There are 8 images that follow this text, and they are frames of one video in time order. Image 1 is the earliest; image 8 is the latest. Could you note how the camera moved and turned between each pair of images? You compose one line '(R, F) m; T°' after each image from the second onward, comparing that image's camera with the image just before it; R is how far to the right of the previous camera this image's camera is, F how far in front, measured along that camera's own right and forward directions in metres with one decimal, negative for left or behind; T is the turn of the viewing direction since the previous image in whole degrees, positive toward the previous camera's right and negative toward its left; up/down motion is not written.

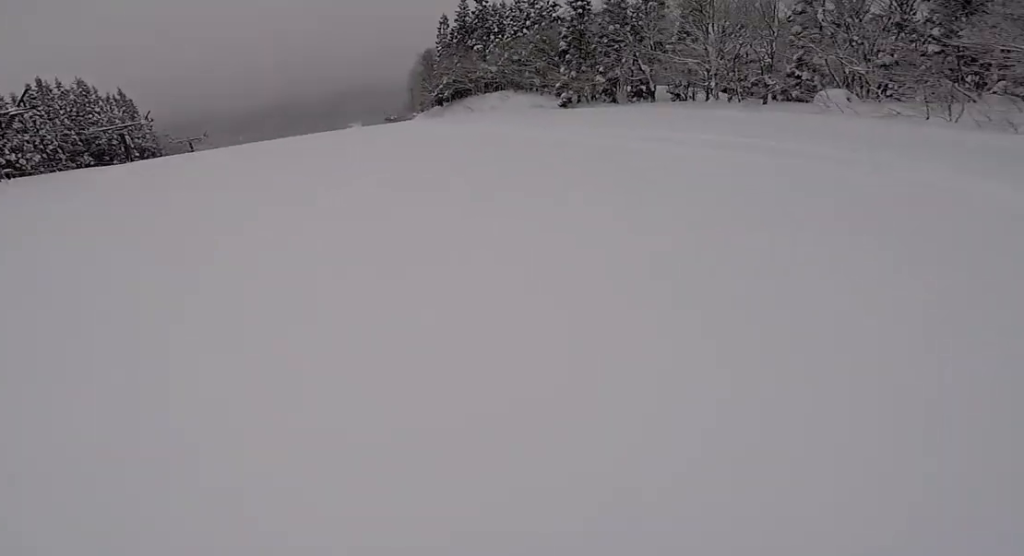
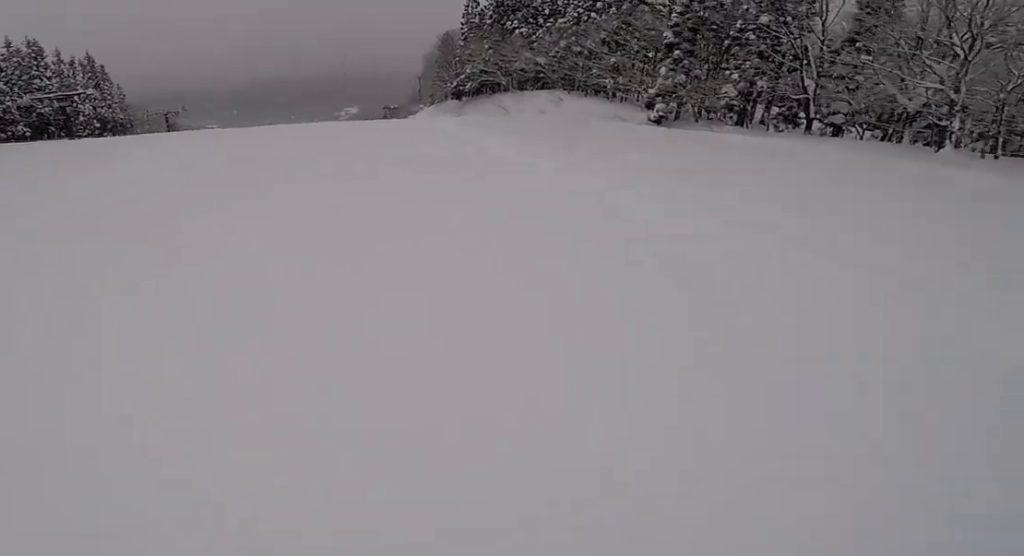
(+2.6, +15.8) m; +4°
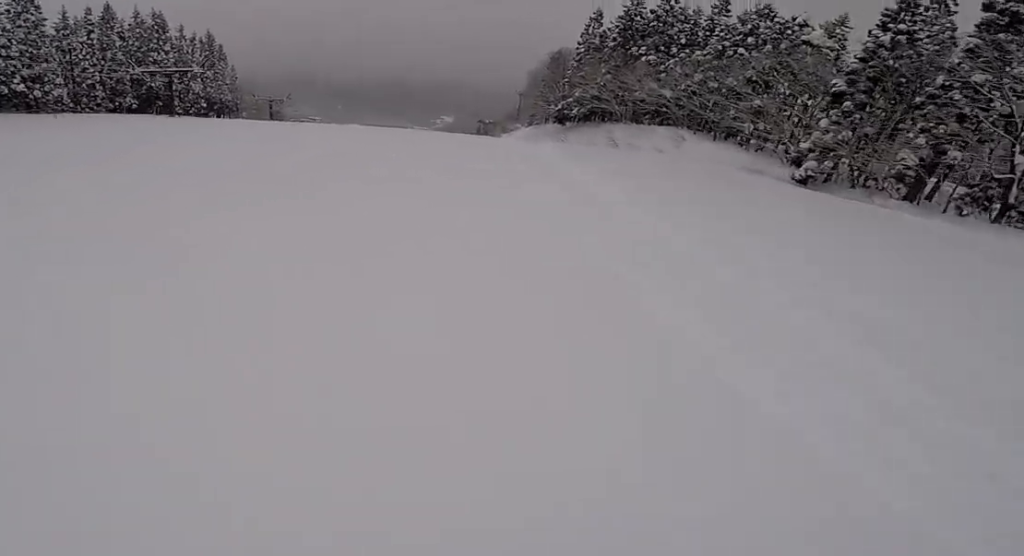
(+0.5, +3.8) m; -5°
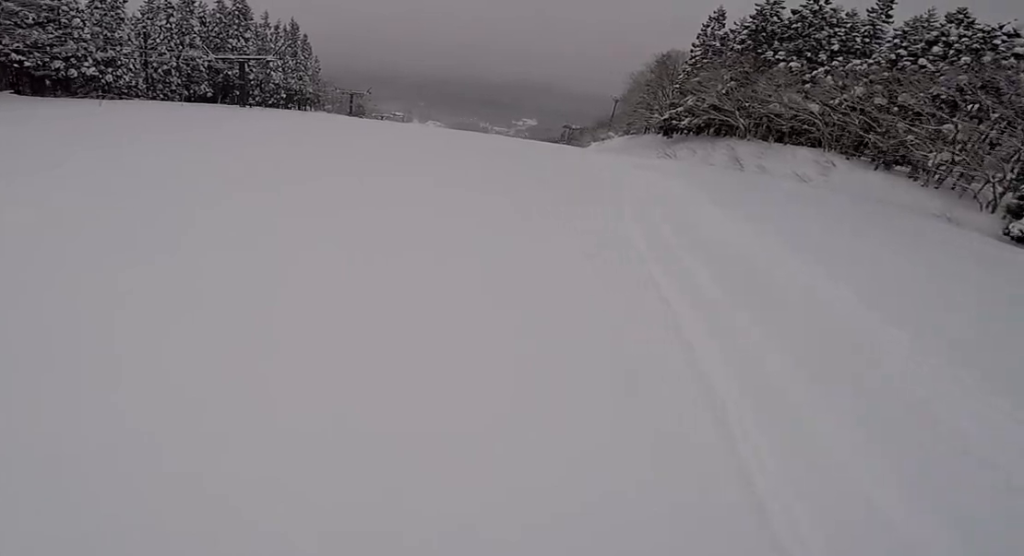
(-2.0, +6.1) m; -5°
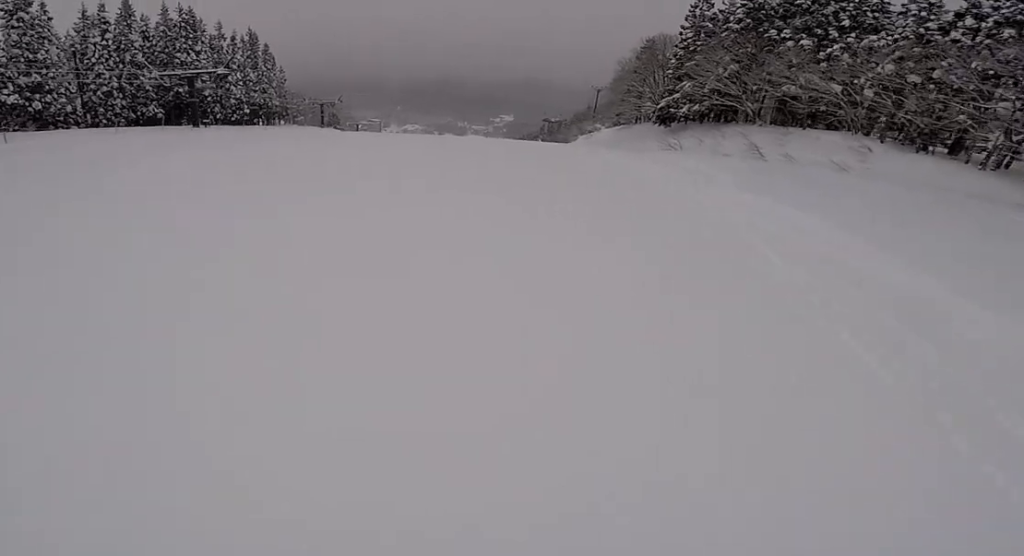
(+0.6, +5.4) m; -2°
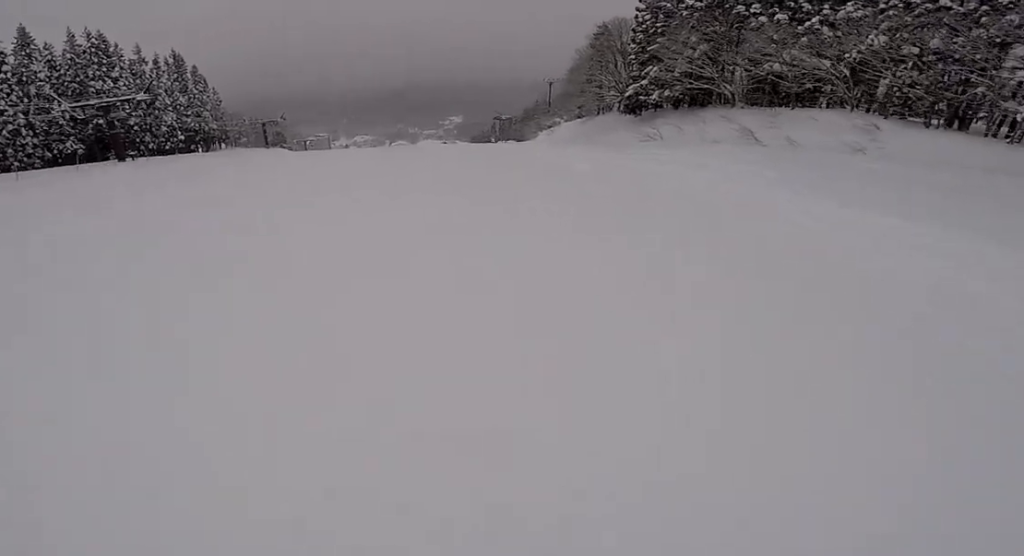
(+0.5, +4.6) m; -1°
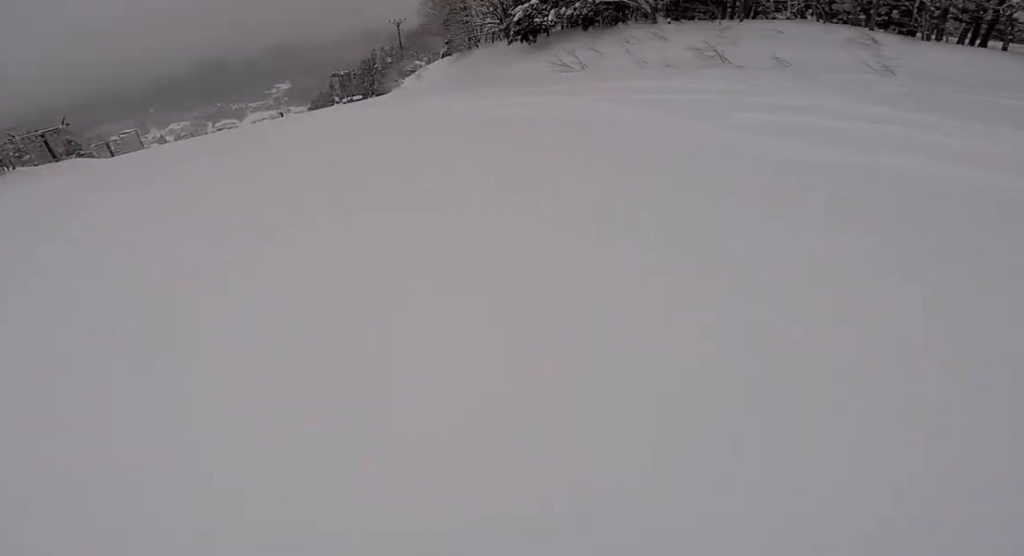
(-0.8, +9.8) m; +6°
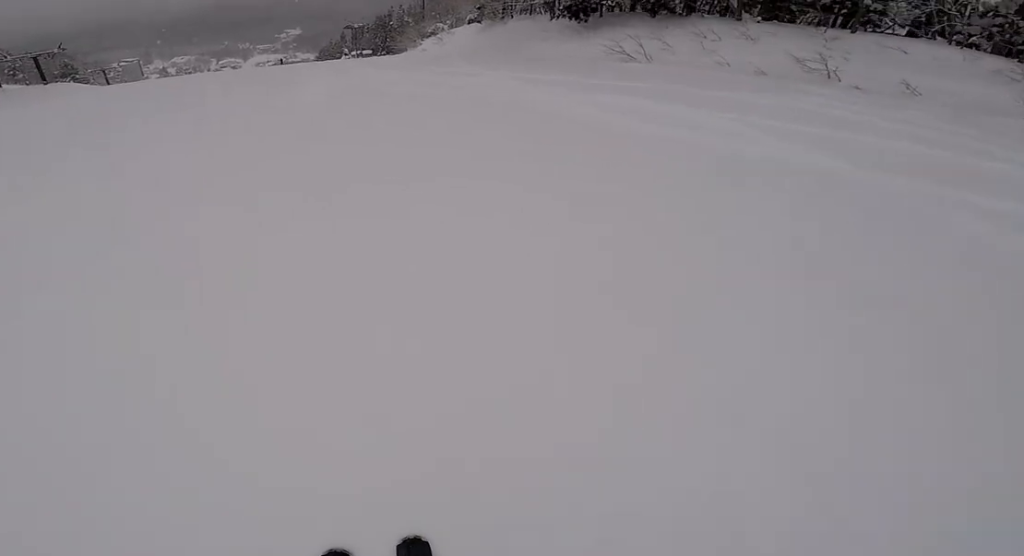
(+0.6, +4.6) m; +8°
